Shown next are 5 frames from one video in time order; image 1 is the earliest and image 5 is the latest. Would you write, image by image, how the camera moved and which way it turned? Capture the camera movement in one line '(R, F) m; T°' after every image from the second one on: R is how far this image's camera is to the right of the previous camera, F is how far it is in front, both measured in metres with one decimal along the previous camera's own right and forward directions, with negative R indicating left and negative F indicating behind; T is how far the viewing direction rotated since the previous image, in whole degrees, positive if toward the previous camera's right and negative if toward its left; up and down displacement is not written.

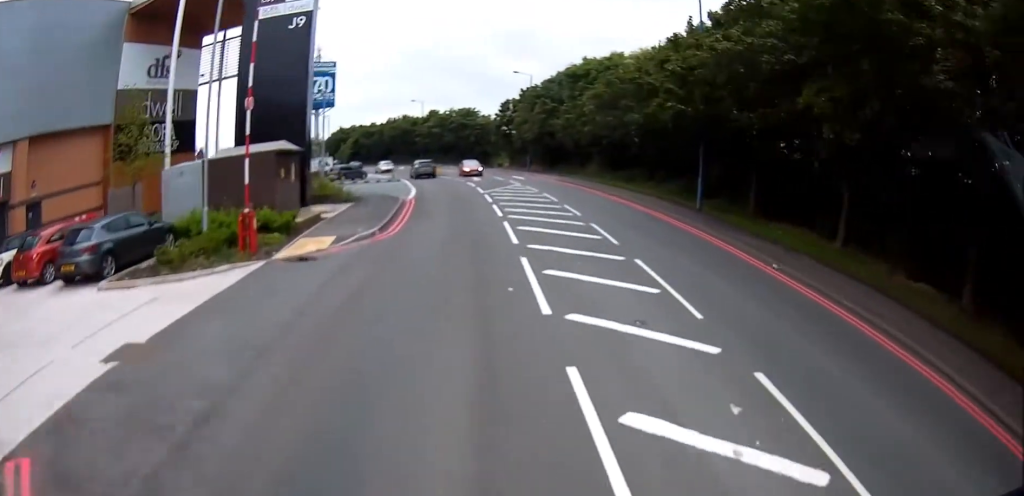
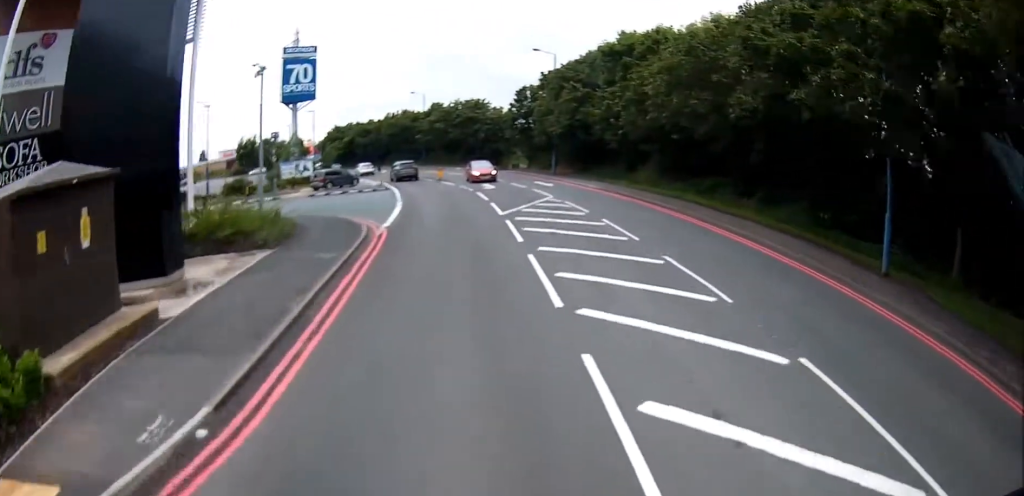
(0.0, +12.0) m; 0°
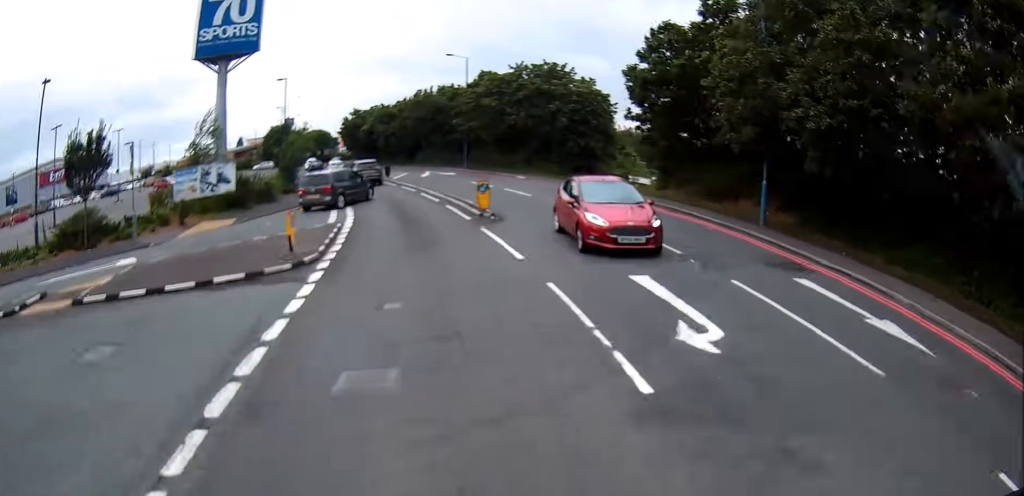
(-1.1, +27.1) m; -9°
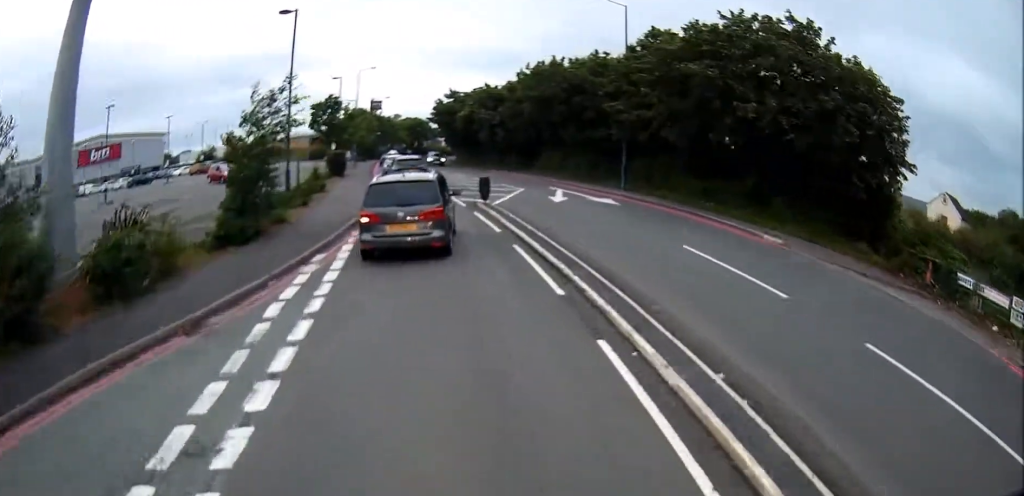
(-1.8, +20.8) m; -8°
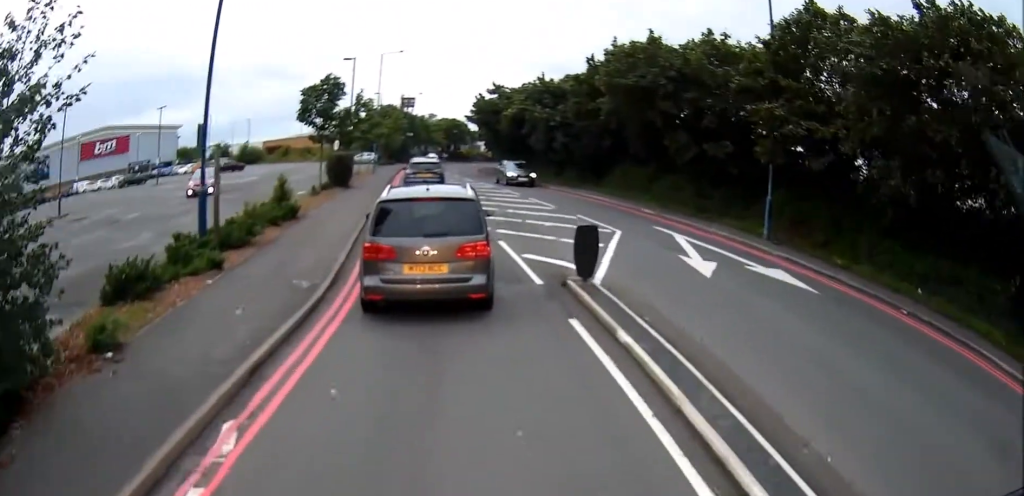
(-0.5, +11.4) m; -3°
